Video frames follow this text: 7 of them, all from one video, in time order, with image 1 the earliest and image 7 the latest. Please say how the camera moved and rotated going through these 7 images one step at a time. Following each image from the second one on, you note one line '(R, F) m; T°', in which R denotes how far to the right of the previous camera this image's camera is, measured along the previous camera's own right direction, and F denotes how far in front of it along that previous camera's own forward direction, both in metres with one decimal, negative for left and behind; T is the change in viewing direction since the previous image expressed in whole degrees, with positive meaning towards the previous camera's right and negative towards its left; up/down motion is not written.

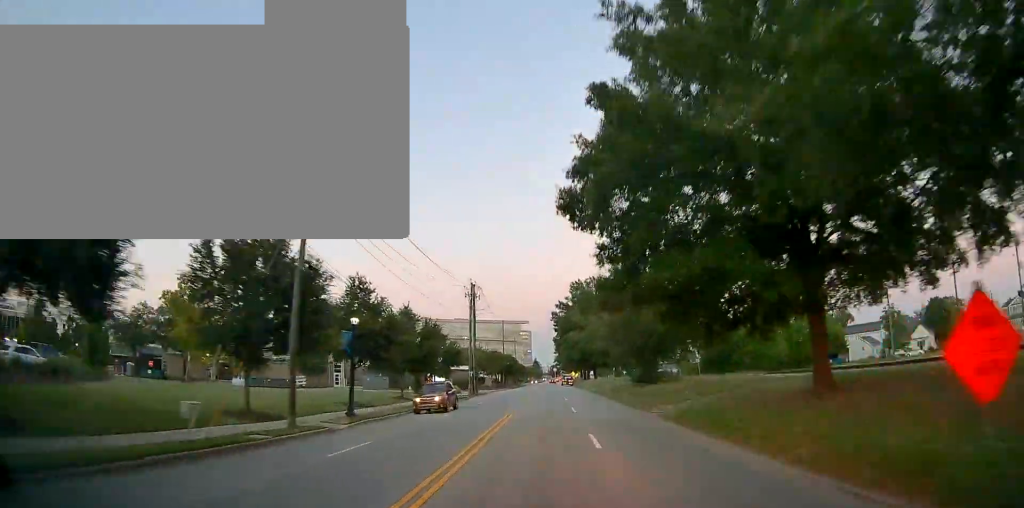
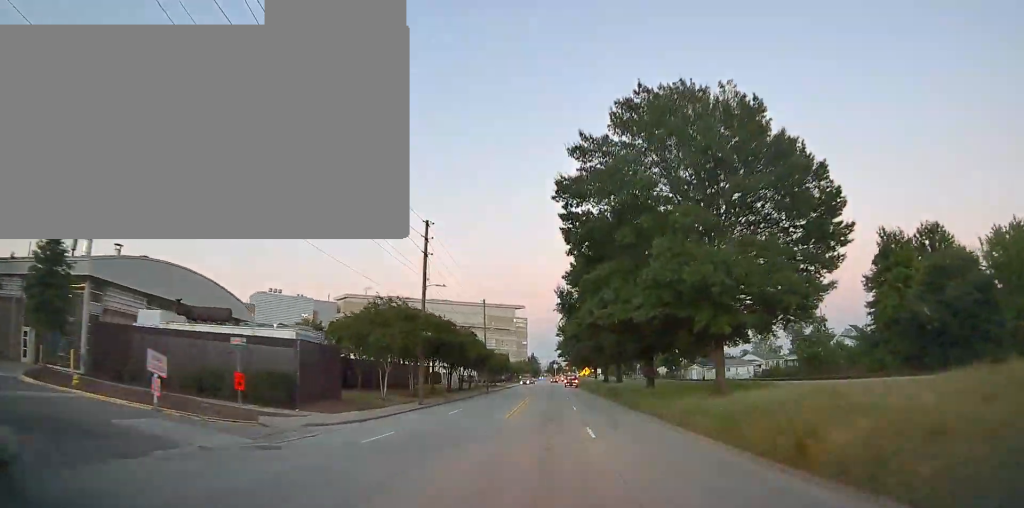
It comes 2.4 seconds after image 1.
(+0.2, +58.9) m; +1°
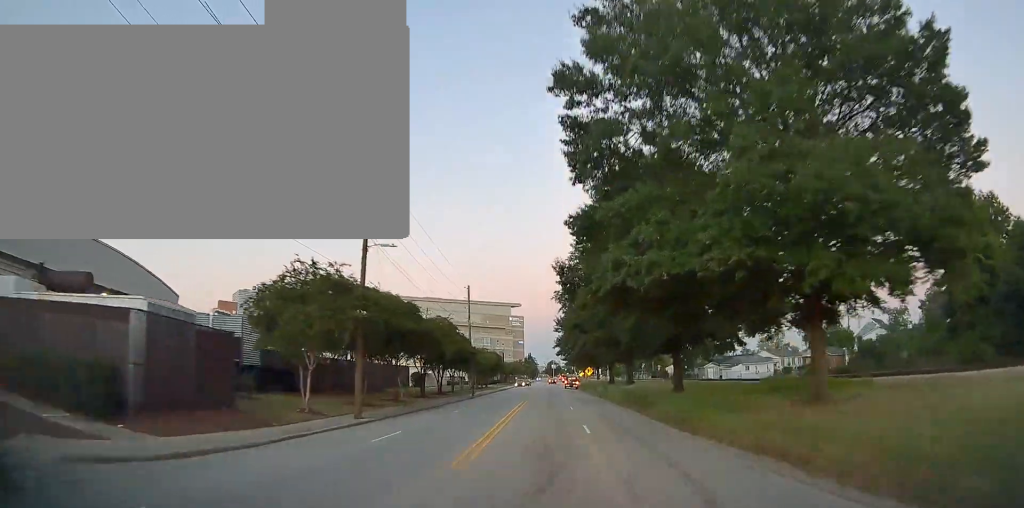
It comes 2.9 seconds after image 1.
(0.0, +11.2) m; 0°
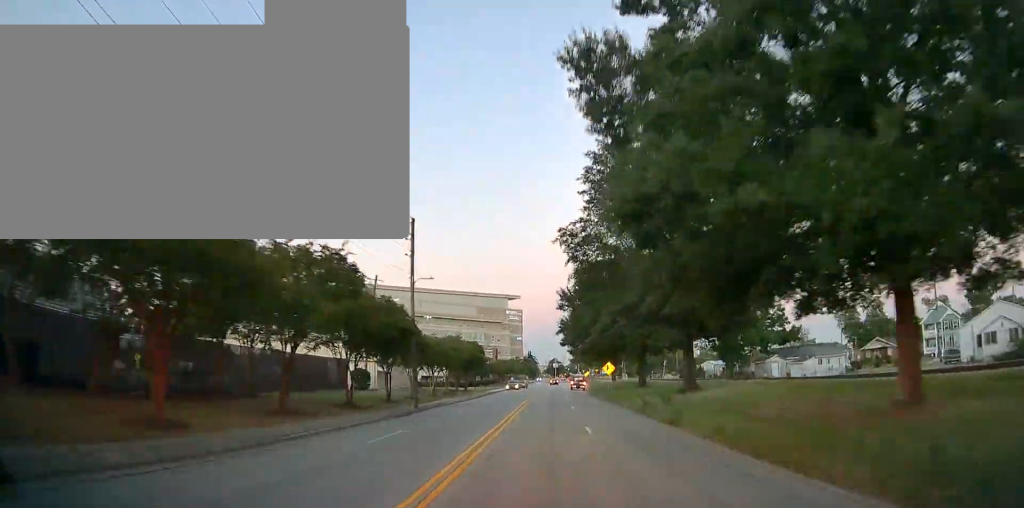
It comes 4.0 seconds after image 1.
(-0.1, +25.6) m; 0°
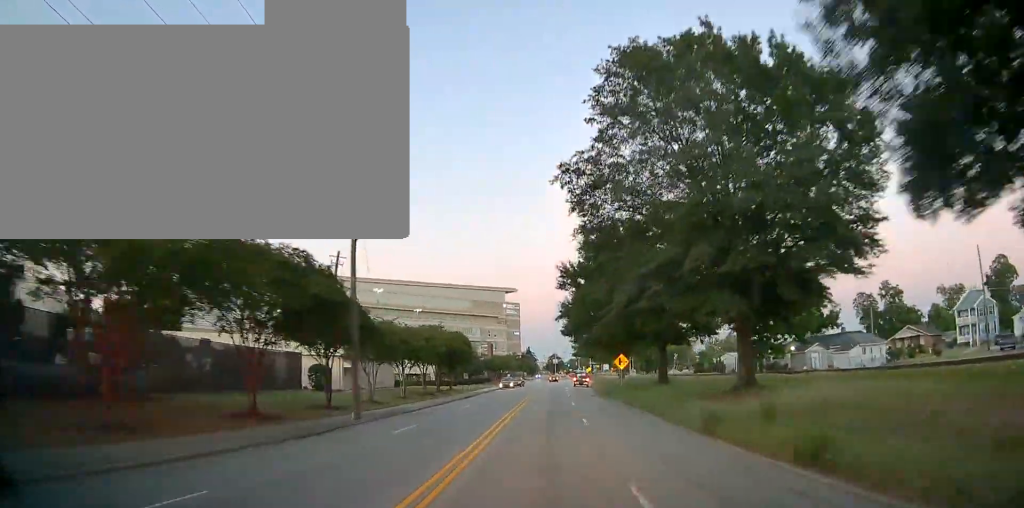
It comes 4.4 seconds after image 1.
(0.0, +9.6) m; 0°
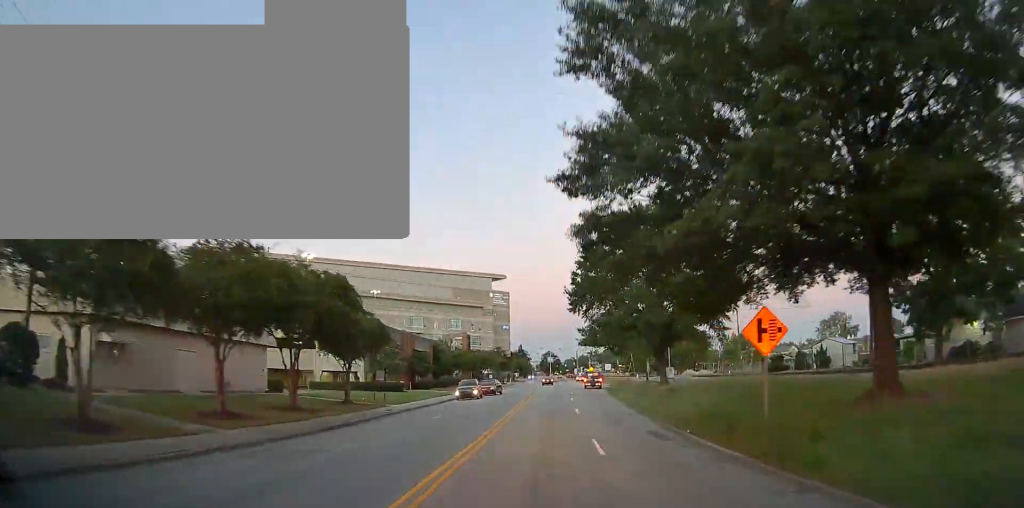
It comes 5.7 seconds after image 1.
(+0.2, +30.4) m; +1°
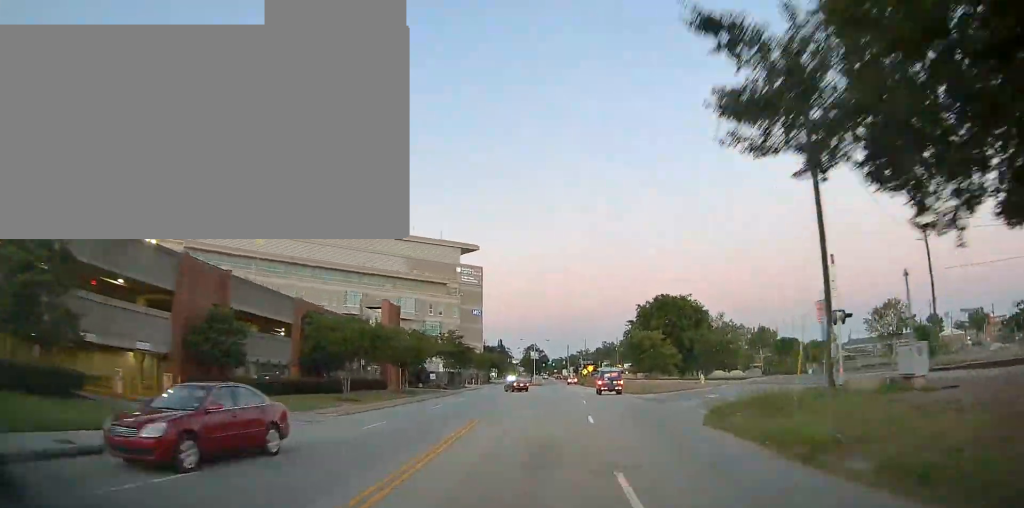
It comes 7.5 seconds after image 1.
(0.0, +42.1) m; +1°
